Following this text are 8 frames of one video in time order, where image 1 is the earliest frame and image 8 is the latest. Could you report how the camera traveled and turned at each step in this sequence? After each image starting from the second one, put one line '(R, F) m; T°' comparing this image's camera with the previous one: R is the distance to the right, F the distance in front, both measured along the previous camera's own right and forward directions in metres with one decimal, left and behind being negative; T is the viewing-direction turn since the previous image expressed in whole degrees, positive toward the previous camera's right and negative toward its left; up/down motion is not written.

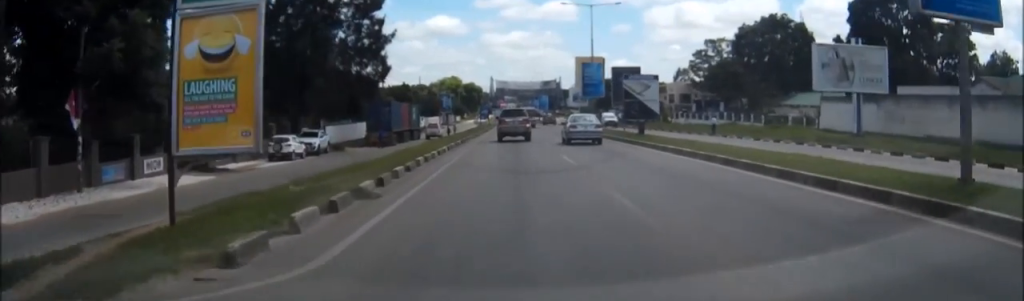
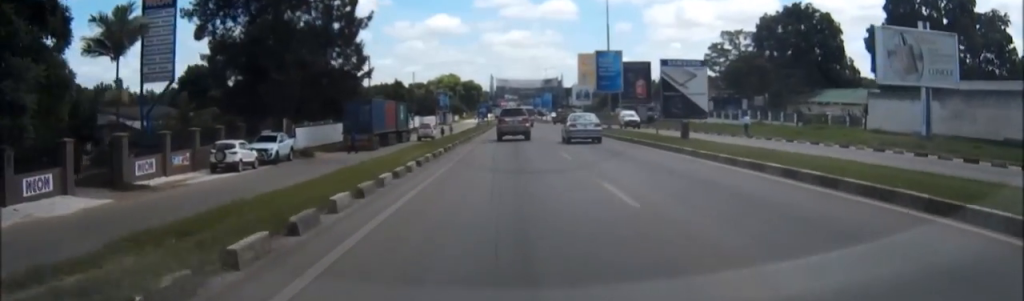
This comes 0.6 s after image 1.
(0.0, +10.3) m; 0°
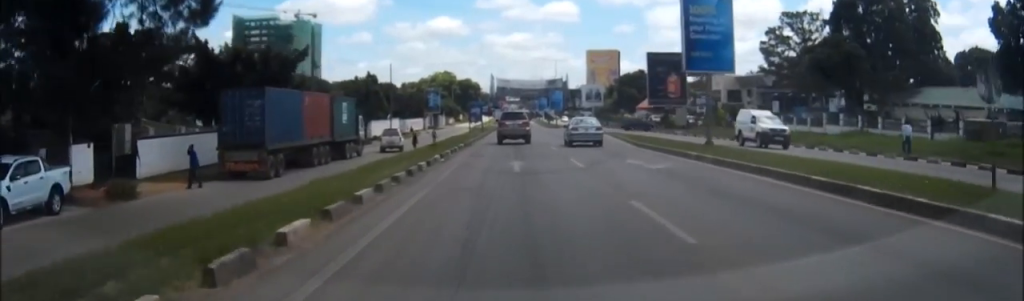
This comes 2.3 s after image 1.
(-0.1, +27.3) m; 0°
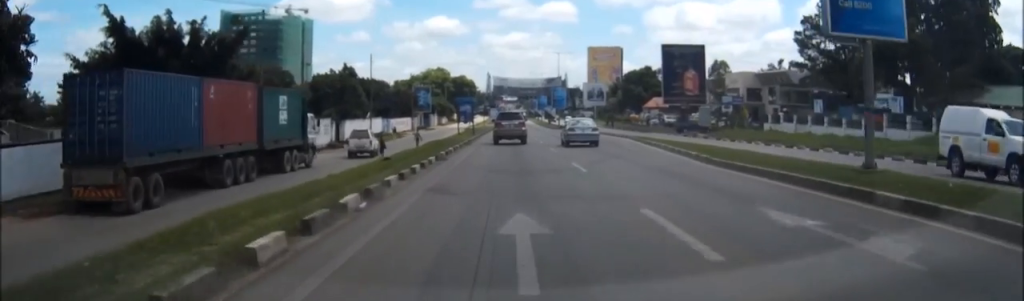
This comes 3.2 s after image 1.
(0.0, +13.1) m; 0°
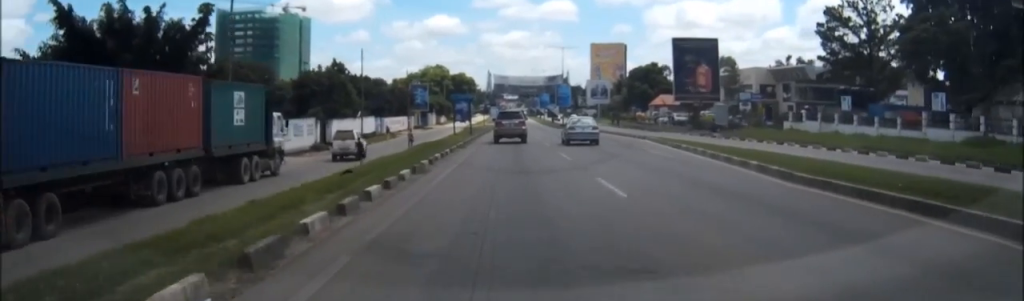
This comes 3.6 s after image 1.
(0.0, +6.2) m; 0°
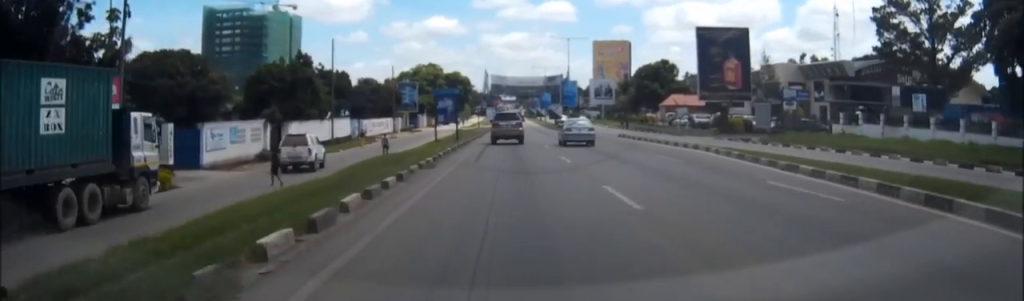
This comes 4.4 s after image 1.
(0.0, +13.4) m; +1°
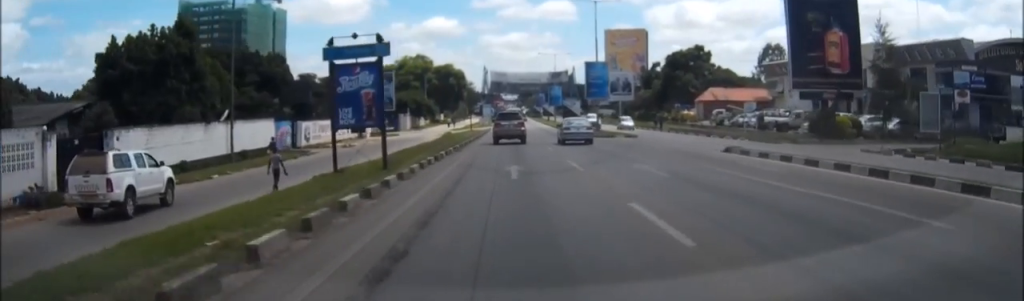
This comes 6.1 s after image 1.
(+0.1, +26.8) m; 0°
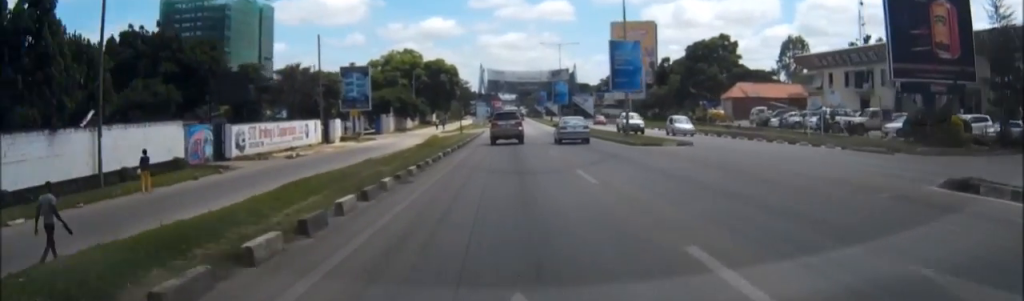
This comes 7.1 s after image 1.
(0.0, +15.8) m; 0°
